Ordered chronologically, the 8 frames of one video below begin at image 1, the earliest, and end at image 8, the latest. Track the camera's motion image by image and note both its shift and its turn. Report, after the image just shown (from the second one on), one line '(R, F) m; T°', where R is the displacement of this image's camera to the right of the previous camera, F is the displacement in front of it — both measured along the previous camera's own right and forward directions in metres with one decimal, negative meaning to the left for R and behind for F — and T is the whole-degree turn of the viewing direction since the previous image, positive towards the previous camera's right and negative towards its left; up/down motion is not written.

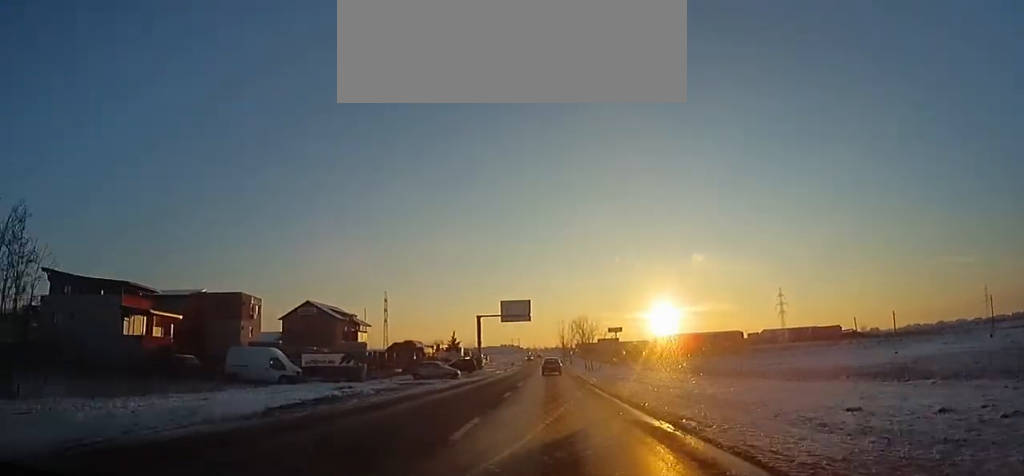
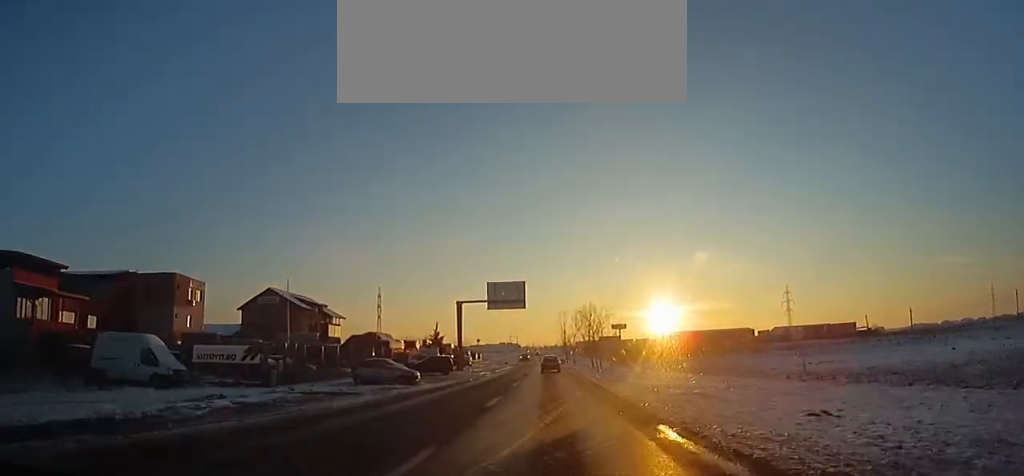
(0.0, +12.6) m; 0°
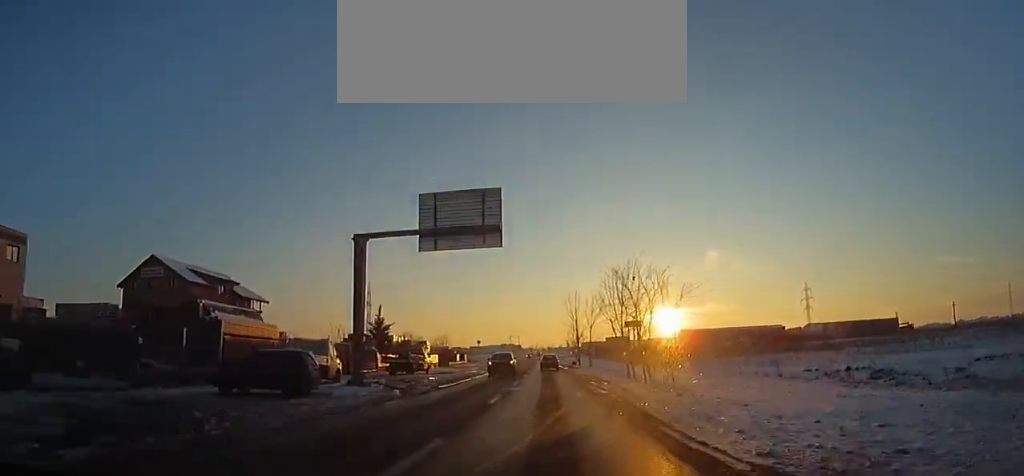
(+0.1, +25.7) m; +1°
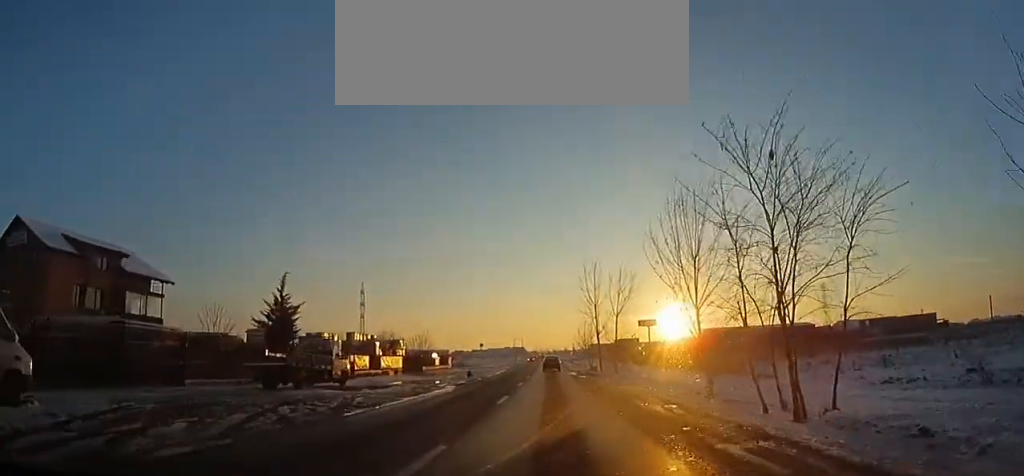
(+0.6, +18.5) m; -1°
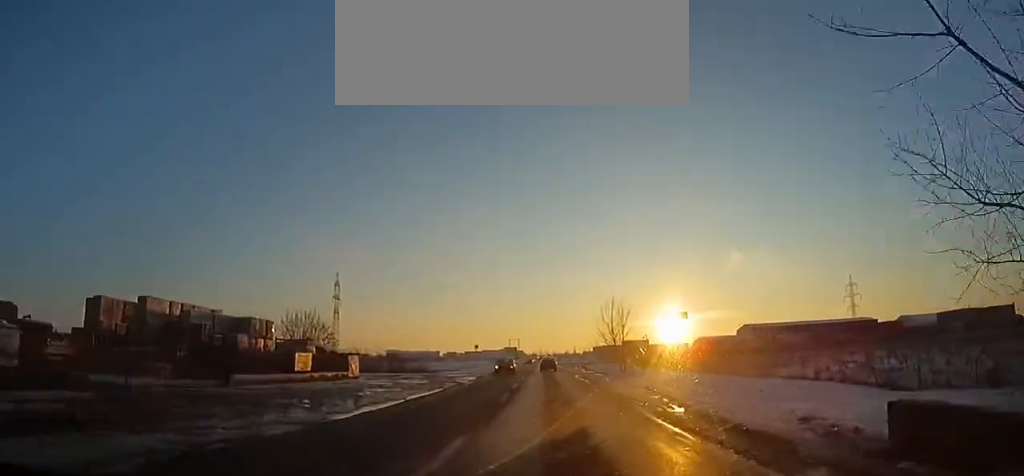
(-1.6, +36.1) m; 0°
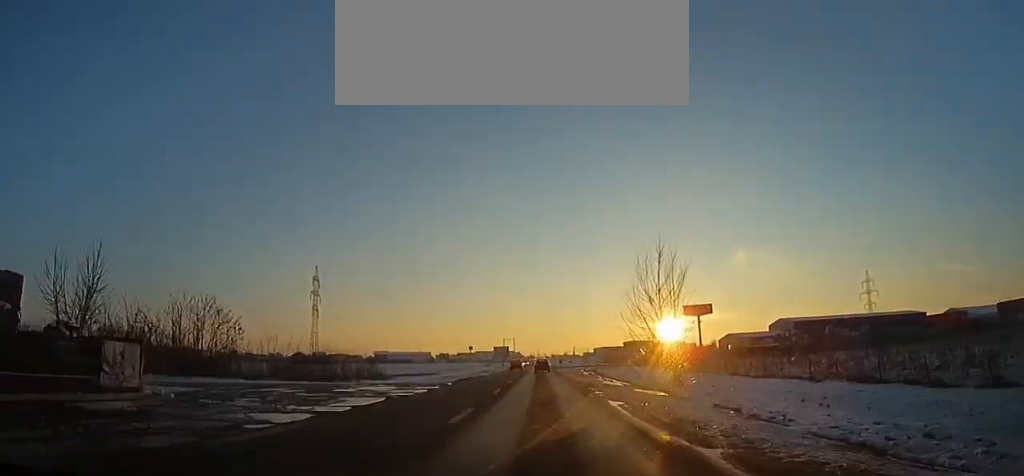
(+1.3, +21.6) m; 0°
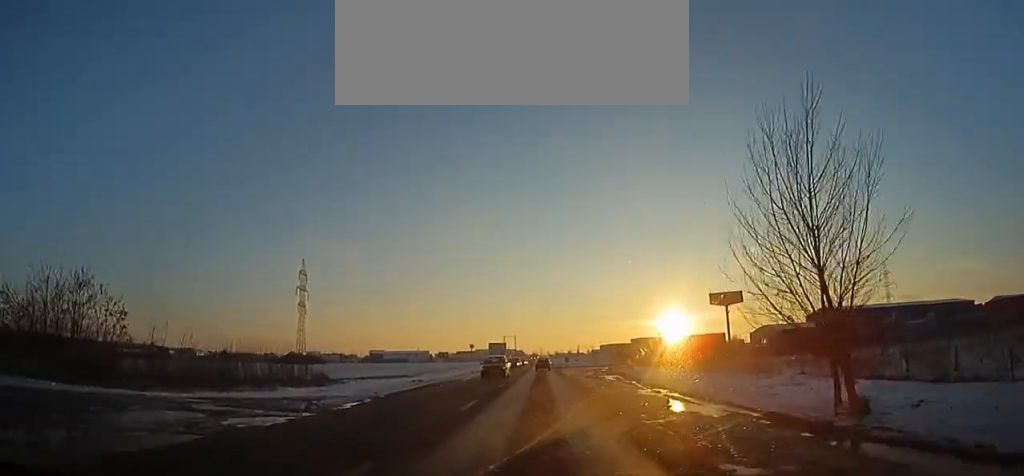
(+0.1, +15.7) m; 0°
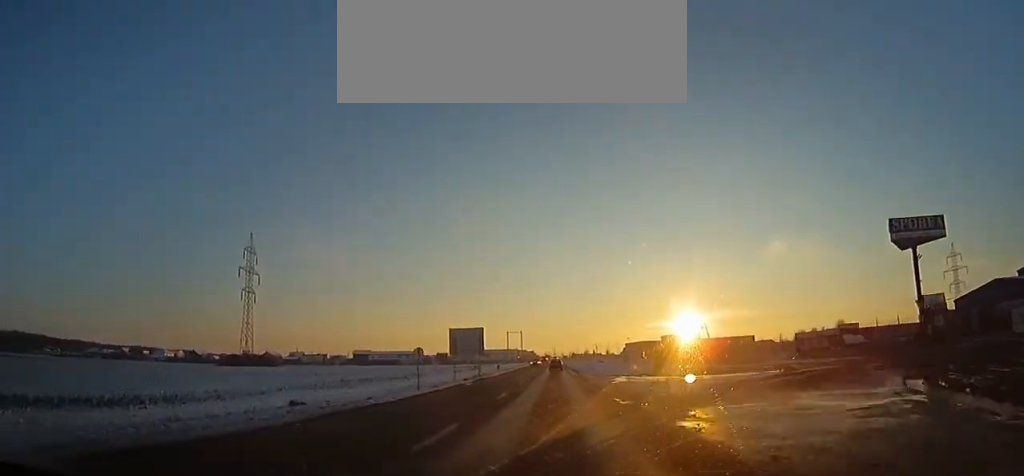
(+0.3, +49.8) m; 0°
